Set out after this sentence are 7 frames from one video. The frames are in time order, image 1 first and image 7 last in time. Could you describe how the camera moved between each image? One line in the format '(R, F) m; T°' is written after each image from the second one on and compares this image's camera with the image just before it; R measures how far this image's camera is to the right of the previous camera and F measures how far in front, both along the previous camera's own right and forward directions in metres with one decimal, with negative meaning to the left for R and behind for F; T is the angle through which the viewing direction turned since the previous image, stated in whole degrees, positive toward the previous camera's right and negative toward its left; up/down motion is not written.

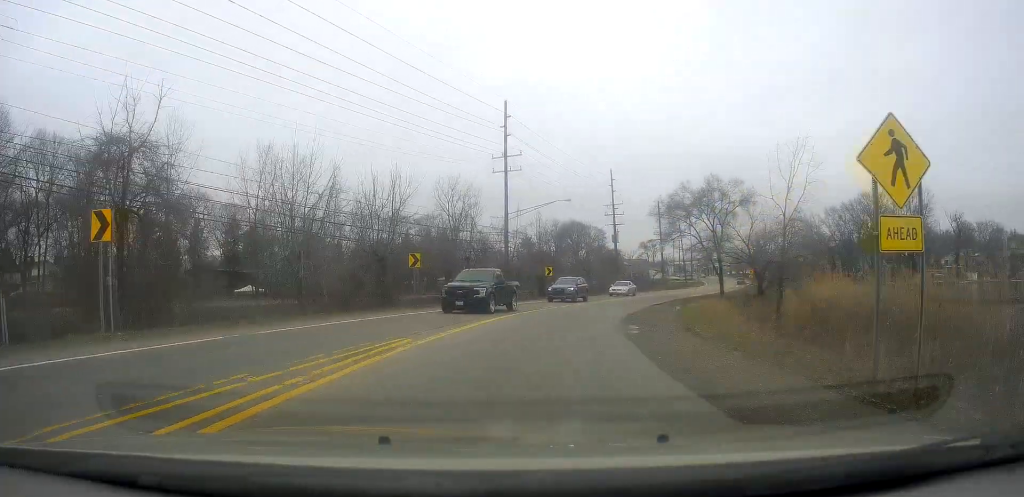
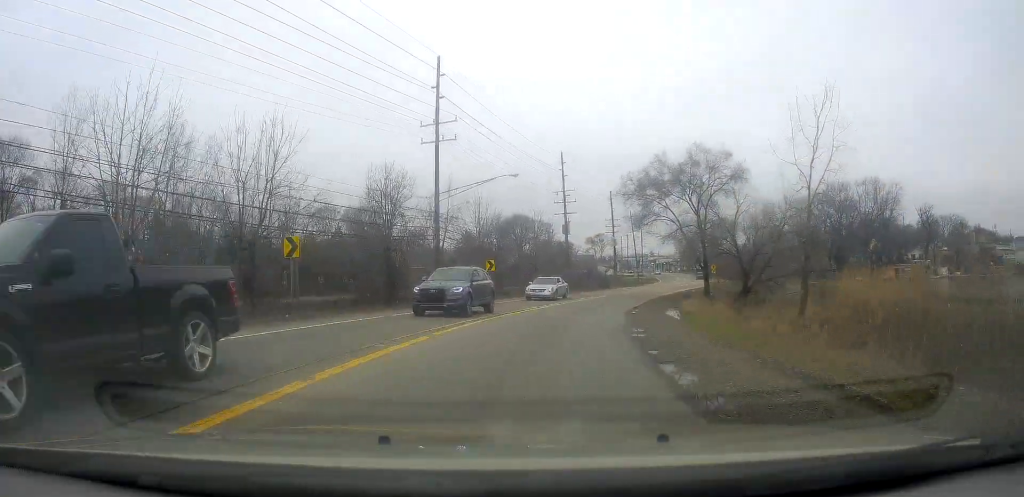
(+0.3, +10.8) m; +4°
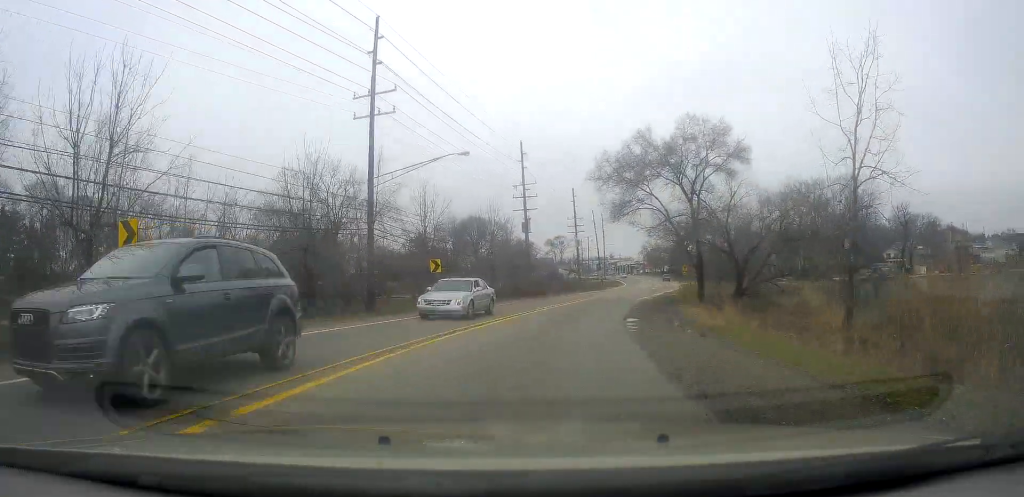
(+0.1, +8.1) m; +4°
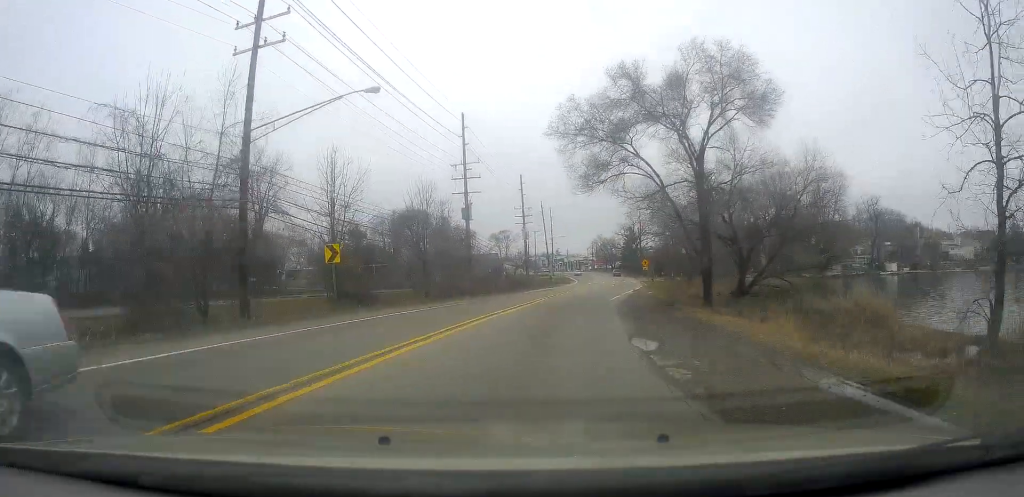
(+0.4, +10.7) m; +6°
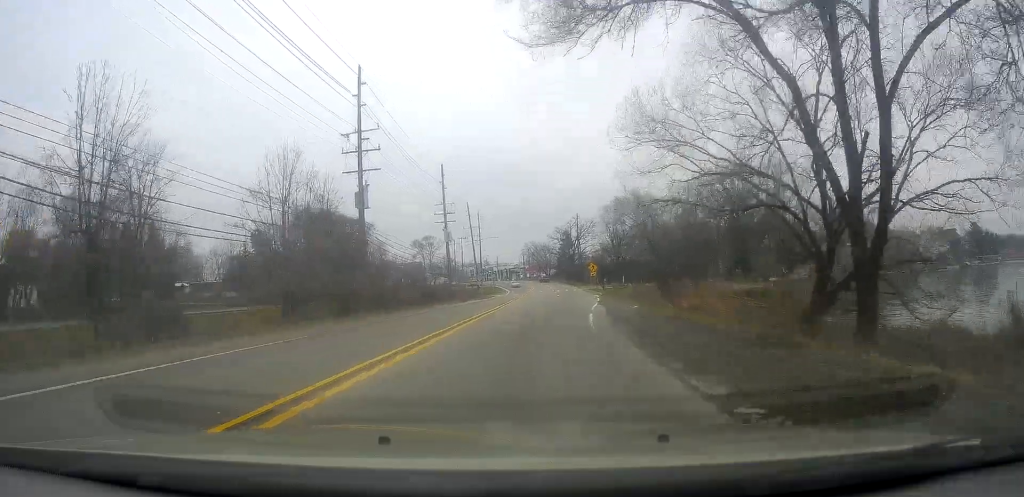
(+1.8, +16.9) m; +10°
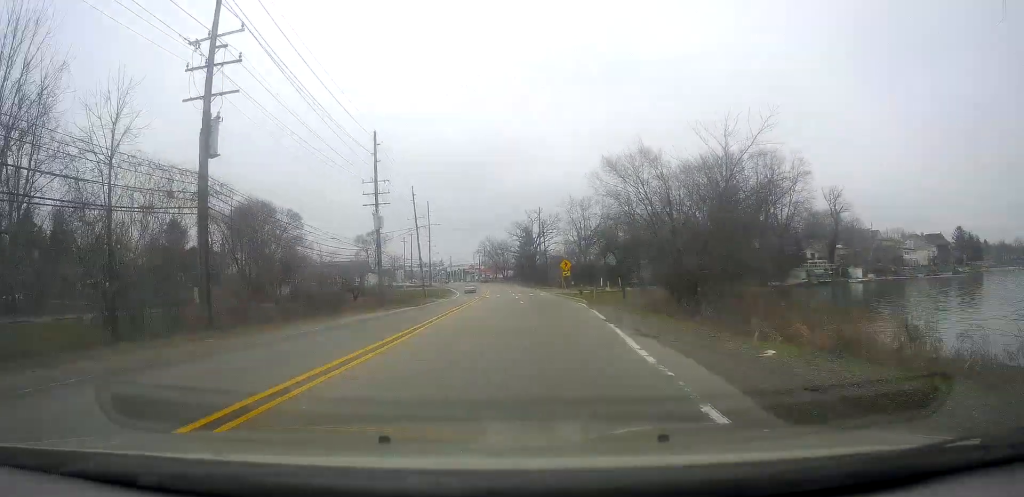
(+1.2, +18.5) m; +5°
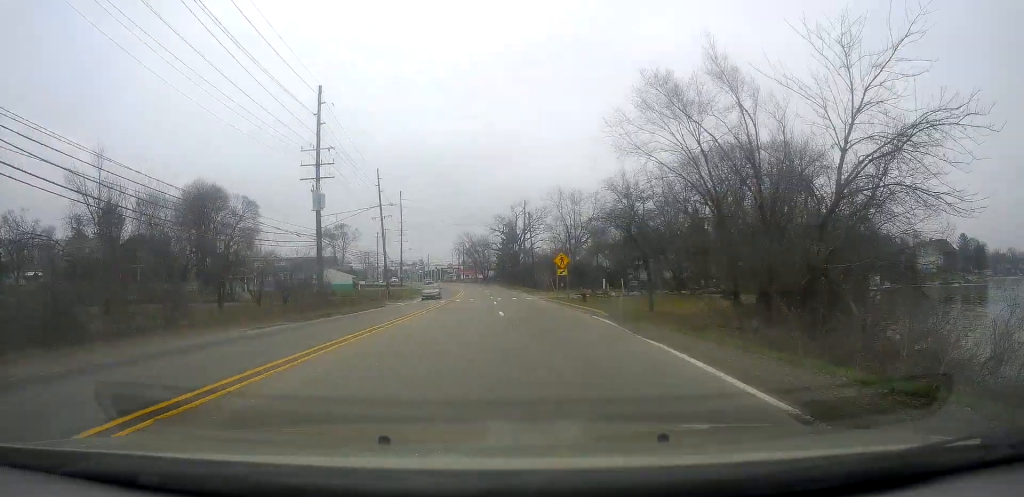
(+0.3, +14.9) m; +1°
